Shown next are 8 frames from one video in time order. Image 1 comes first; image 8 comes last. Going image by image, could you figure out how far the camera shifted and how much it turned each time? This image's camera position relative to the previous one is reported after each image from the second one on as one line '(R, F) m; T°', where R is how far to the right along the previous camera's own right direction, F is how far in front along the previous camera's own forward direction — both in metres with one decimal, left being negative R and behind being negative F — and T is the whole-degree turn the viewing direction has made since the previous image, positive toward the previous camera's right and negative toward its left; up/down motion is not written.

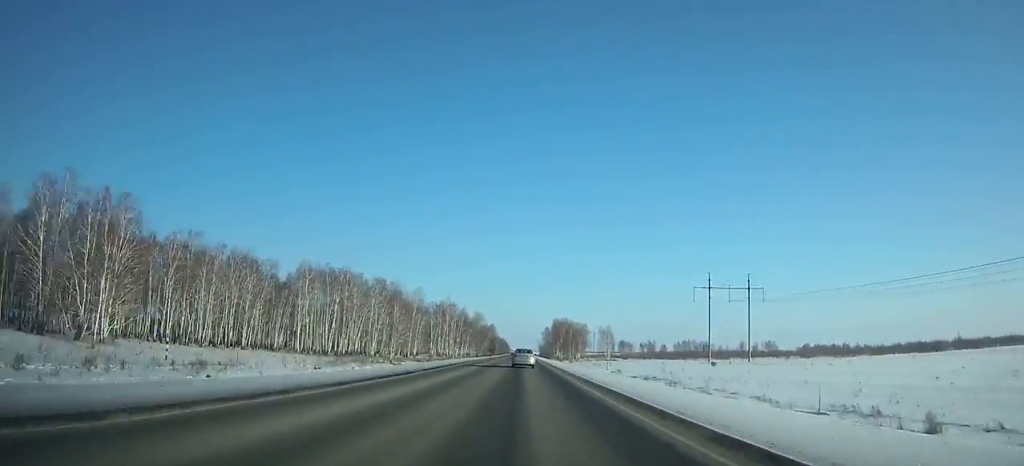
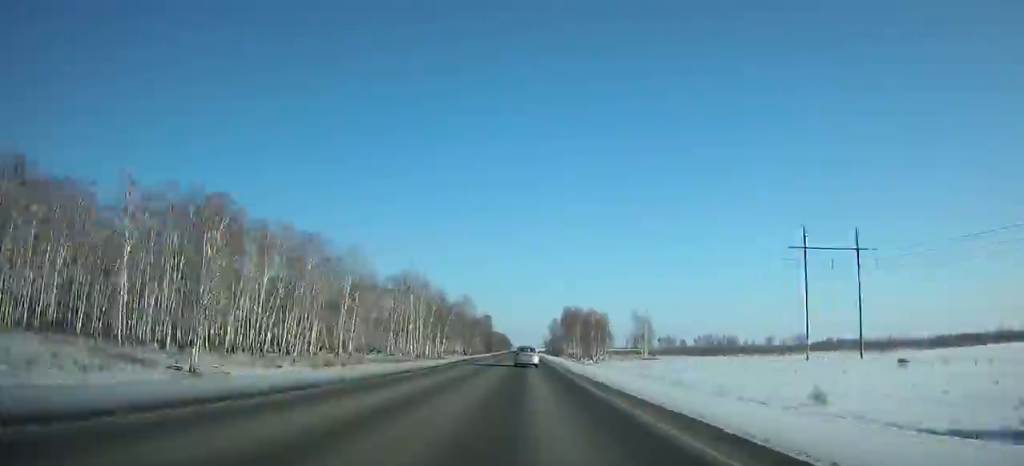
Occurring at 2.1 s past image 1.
(-0.1, +63.5) m; 0°
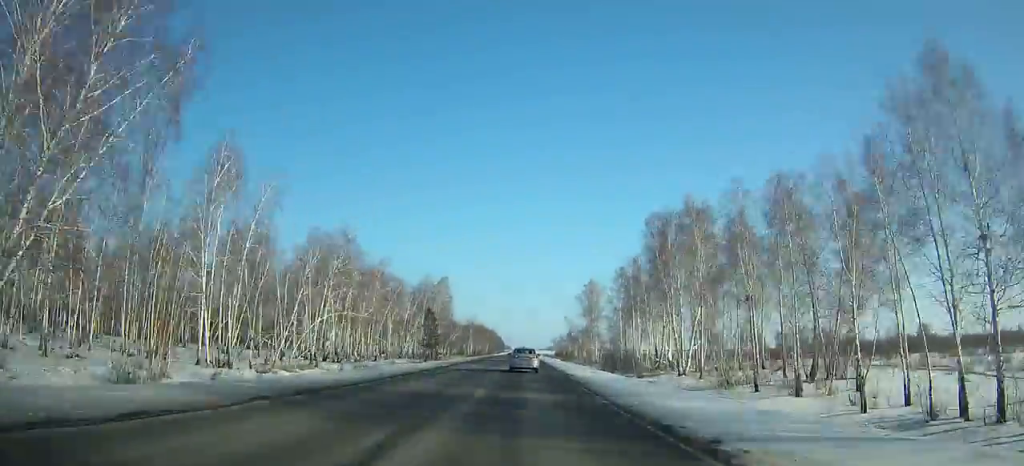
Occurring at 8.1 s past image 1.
(-0.1, +181.6) m; 0°
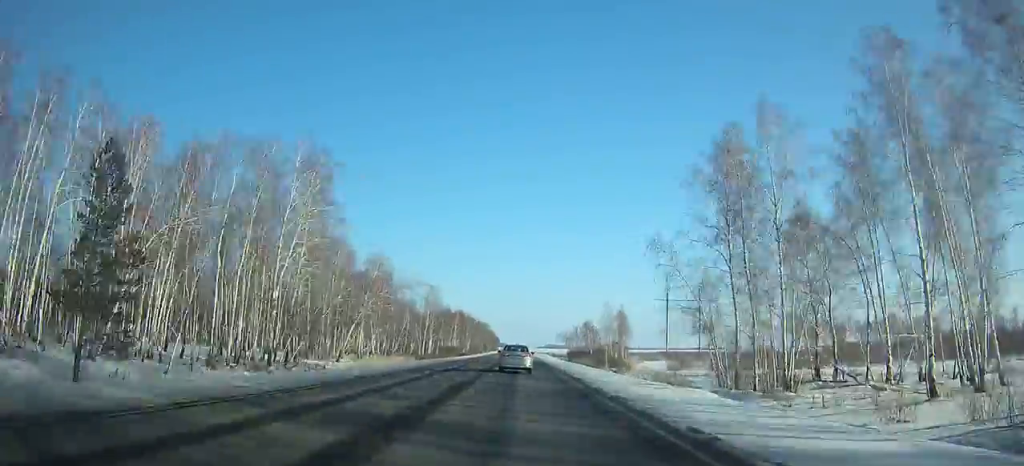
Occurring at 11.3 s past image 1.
(+0.2, +94.9) m; 0°
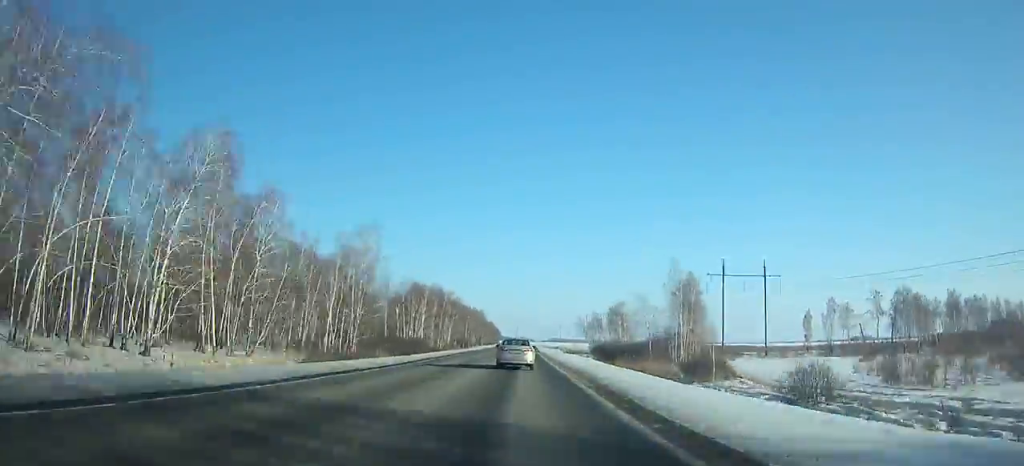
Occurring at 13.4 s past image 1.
(0.0, +61.1) m; 0°
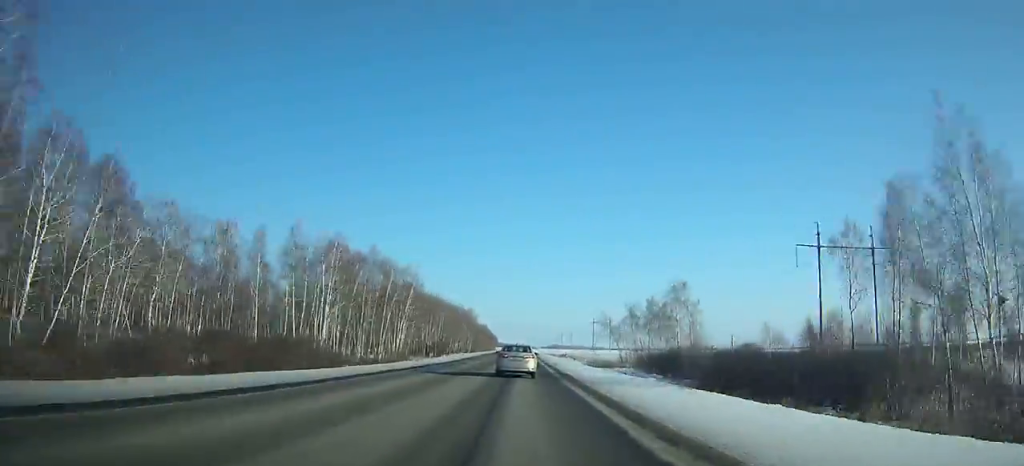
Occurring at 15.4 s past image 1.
(0.0, +57.0) m; 0°
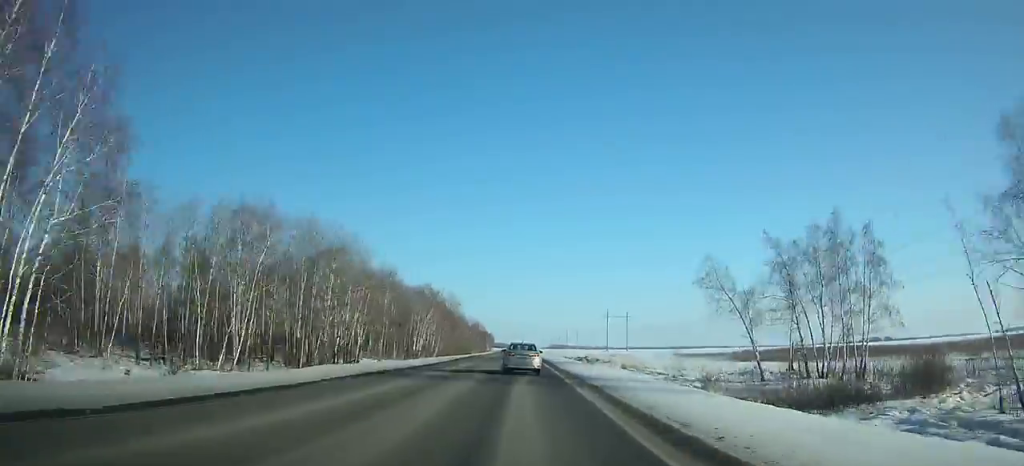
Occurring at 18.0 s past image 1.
(-0.1, +73.4) m; 0°
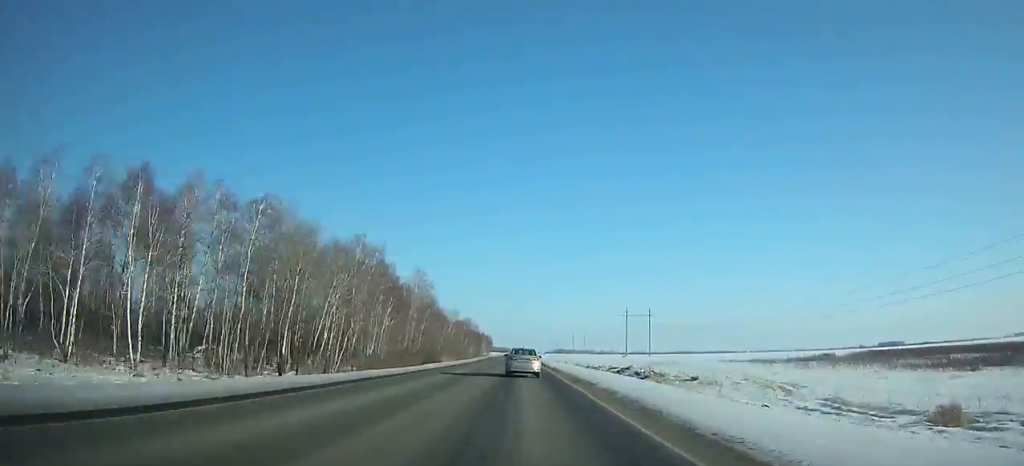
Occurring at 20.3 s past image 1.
(-0.1, +64.5) m; 0°
